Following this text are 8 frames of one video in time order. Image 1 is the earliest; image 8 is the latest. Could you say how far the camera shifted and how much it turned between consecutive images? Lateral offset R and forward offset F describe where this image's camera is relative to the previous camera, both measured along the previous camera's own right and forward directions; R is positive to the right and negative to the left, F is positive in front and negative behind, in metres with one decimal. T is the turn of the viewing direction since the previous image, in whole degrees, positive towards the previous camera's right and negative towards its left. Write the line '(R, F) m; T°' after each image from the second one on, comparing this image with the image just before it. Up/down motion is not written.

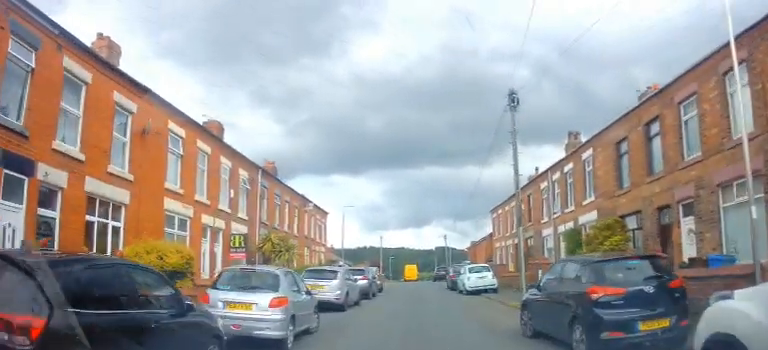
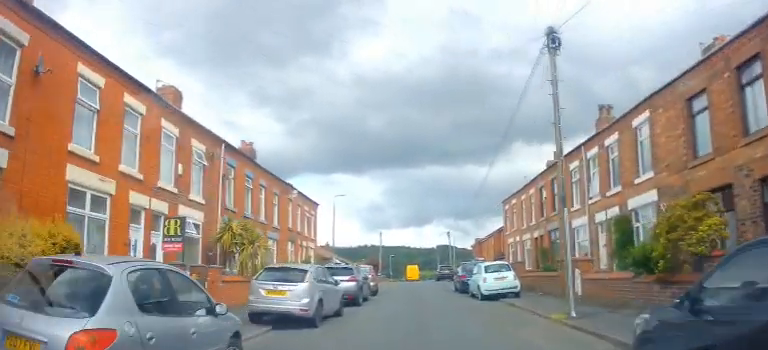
(0.0, +4.8) m; 0°
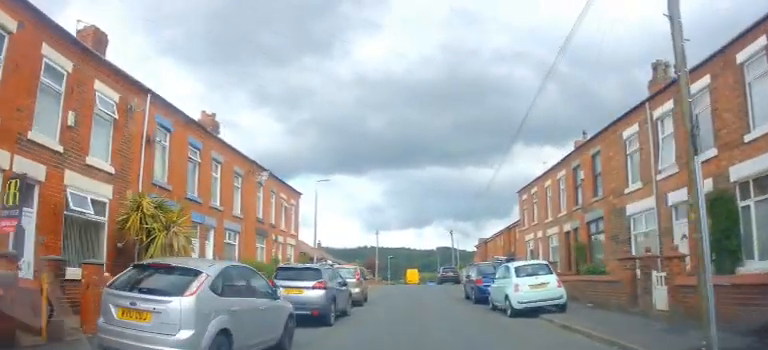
(0.0, +5.6) m; 0°
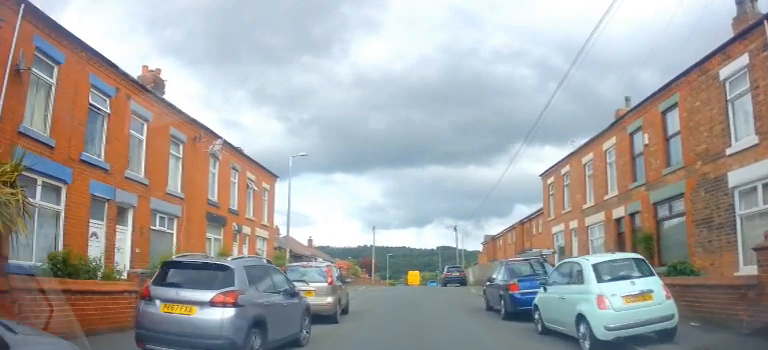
(0.0, +5.9) m; -2°
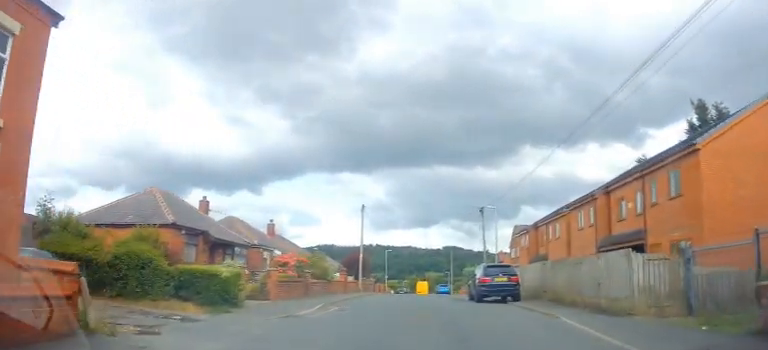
(-0.5, +18.4) m; +1°
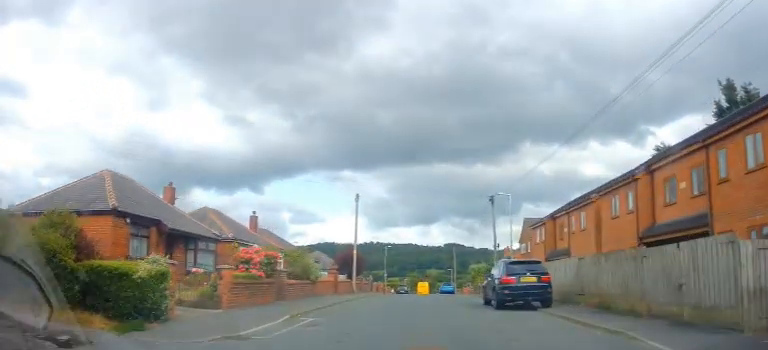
(0.0, +4.9) m; 0°
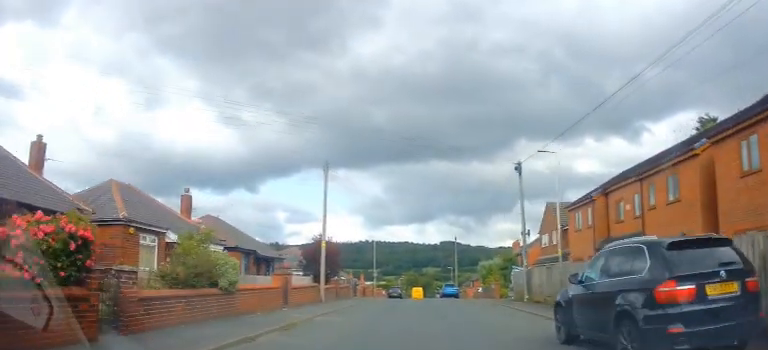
(0.0, +10.6) m; 0°
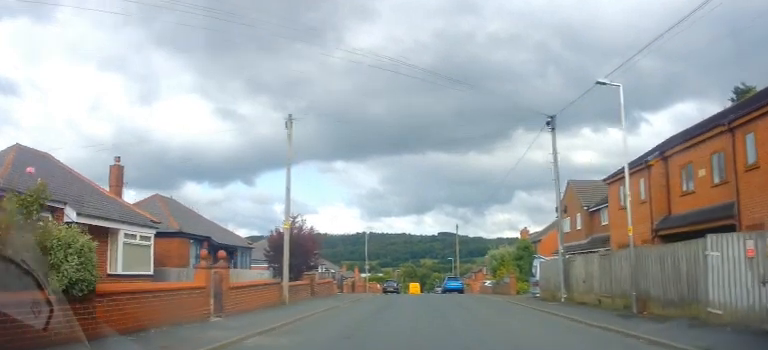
(0.0, +6.7) m; 0°
